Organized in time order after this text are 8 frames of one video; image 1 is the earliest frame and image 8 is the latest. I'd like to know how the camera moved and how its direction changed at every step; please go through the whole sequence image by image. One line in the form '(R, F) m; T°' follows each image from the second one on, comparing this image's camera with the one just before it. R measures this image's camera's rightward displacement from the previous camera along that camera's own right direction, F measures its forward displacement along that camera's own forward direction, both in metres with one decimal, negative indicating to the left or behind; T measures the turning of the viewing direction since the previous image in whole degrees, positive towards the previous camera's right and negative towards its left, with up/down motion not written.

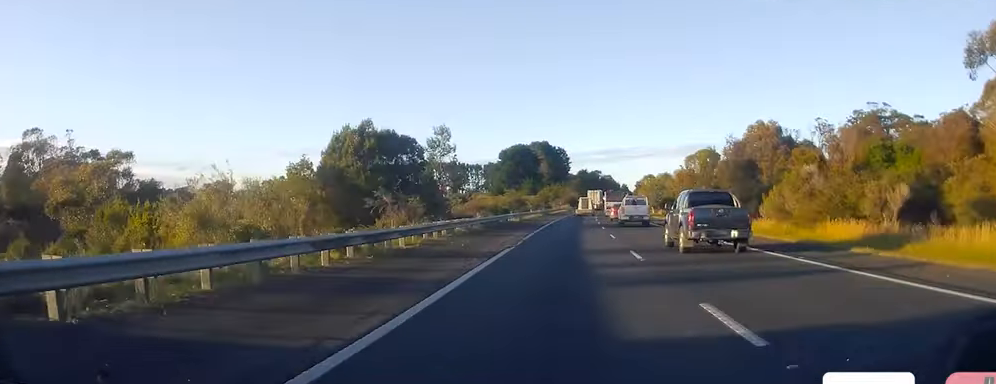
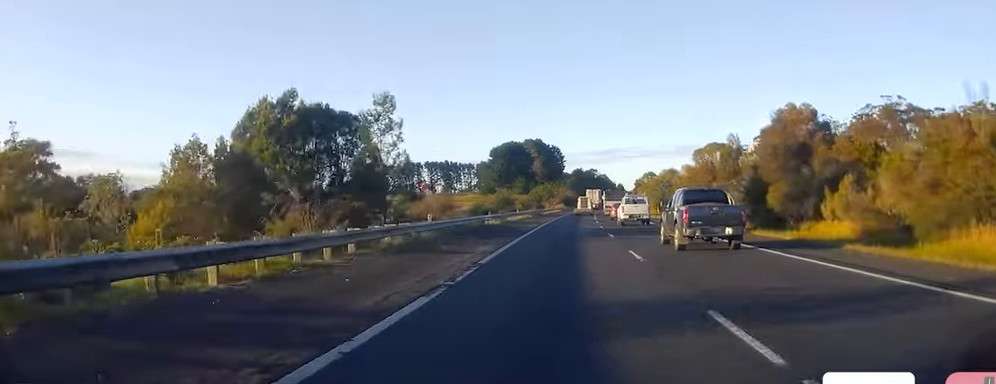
(-0.3, +12.9) m; 0°
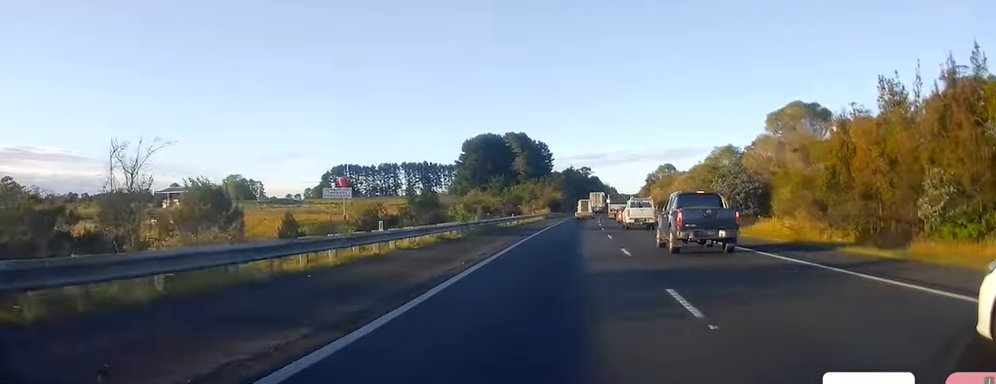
(+0.7, +45.3) m; +2°
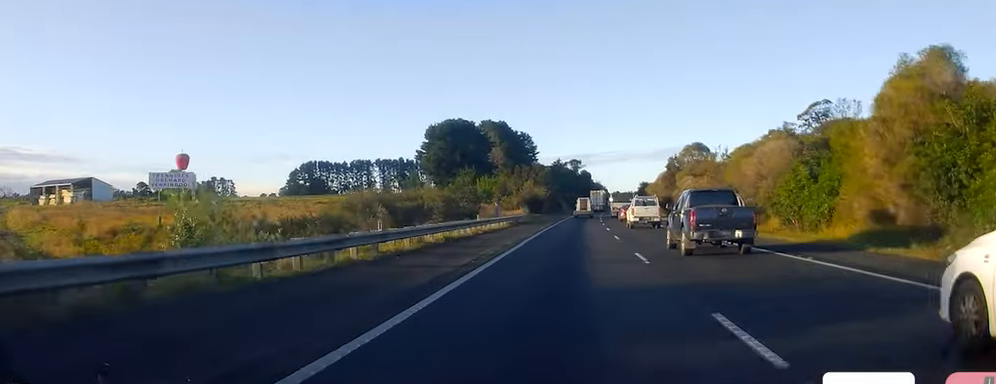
(+0.3, +39.1) m; +1°
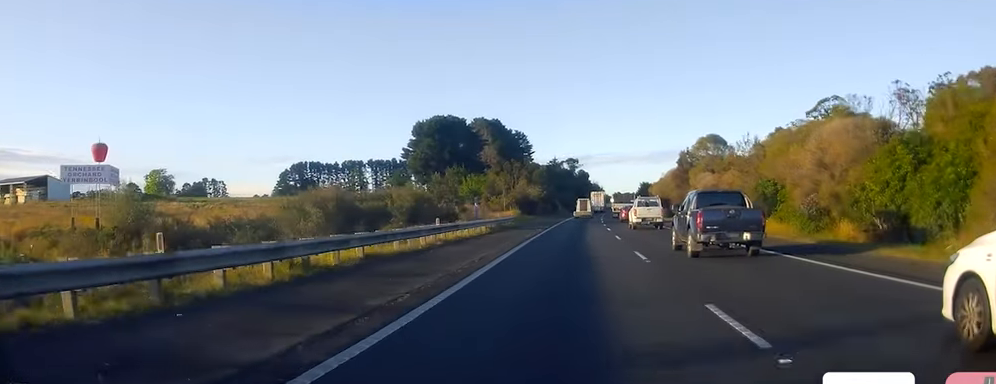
(-0.1, +11.2) m; 0°
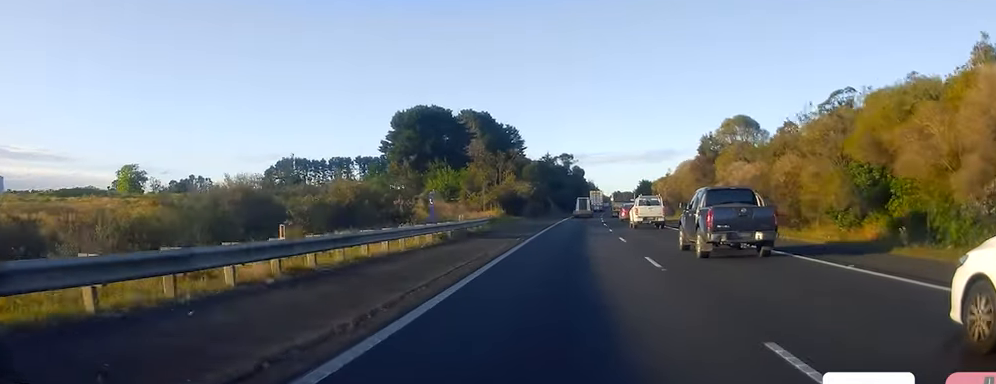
(+0.5, +14.9) m; 0°
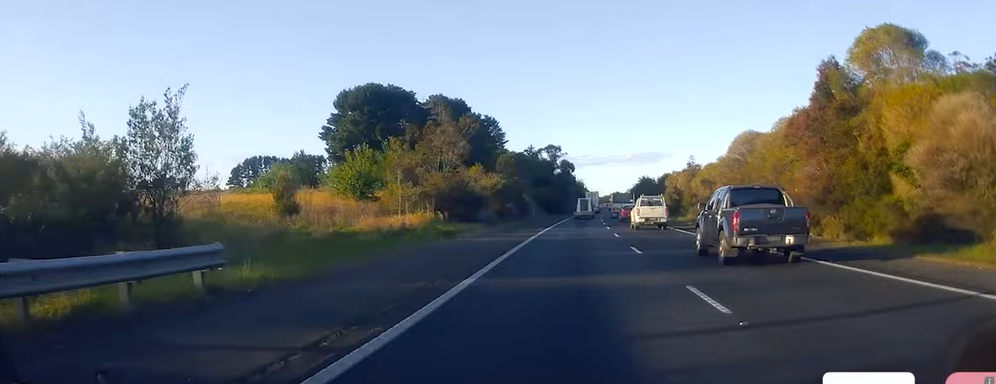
(-0.1, +30.7) m; 0°
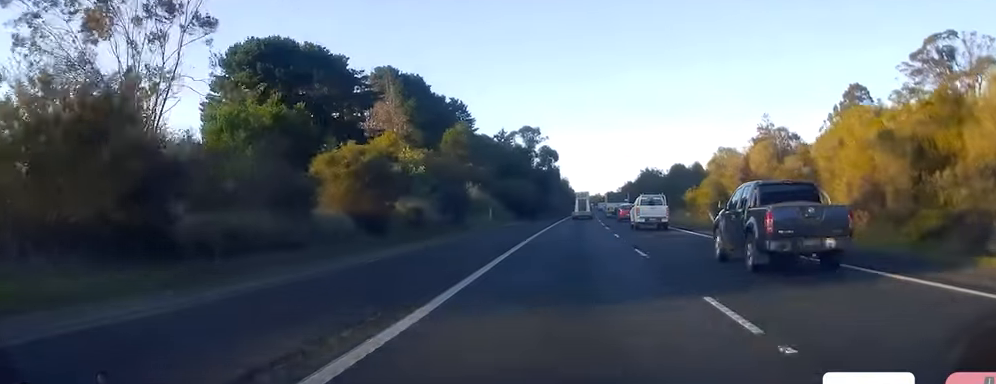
(+0.1, +37.2) m; +1°
